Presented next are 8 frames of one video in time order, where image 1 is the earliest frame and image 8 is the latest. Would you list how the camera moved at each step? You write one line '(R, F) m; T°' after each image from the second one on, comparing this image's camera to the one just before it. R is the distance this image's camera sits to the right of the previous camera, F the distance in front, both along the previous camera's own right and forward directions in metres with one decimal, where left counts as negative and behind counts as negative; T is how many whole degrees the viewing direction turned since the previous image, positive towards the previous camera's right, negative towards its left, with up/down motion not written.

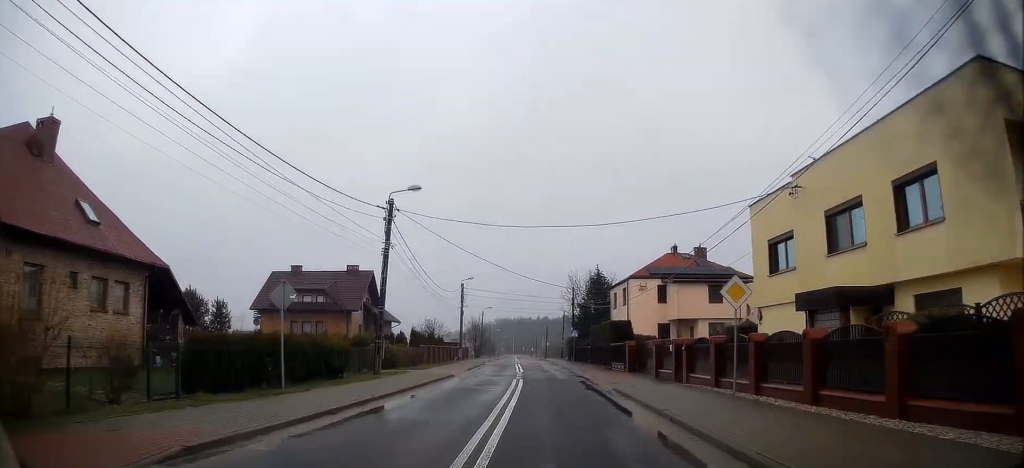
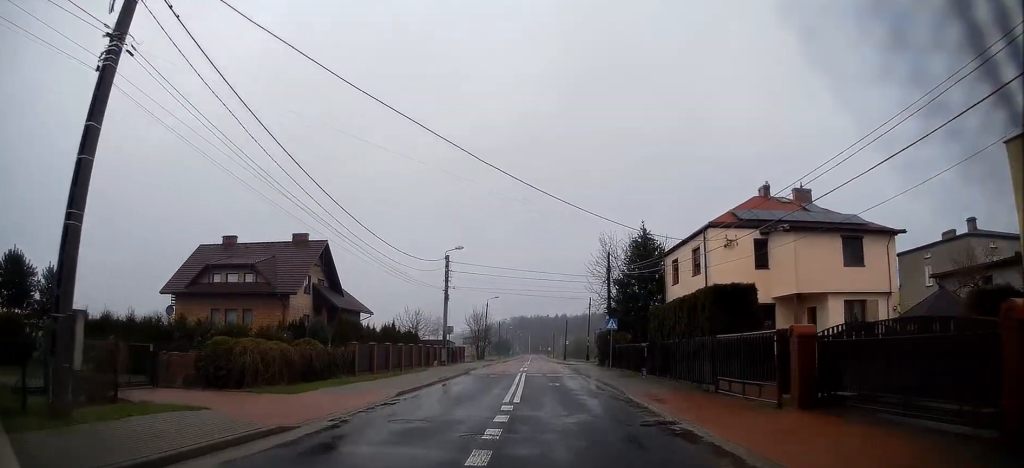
(-0.4, +20.1) m; -2°
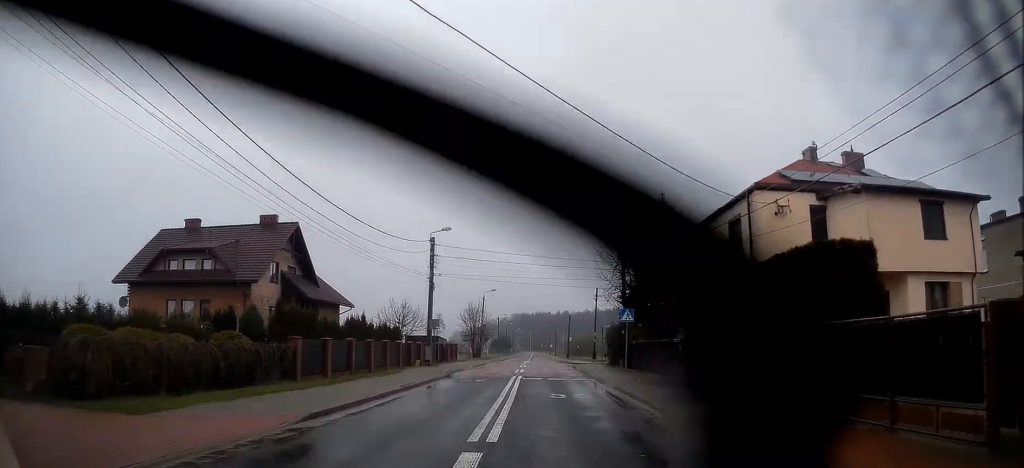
(-0.1, +6.4) m; 0°
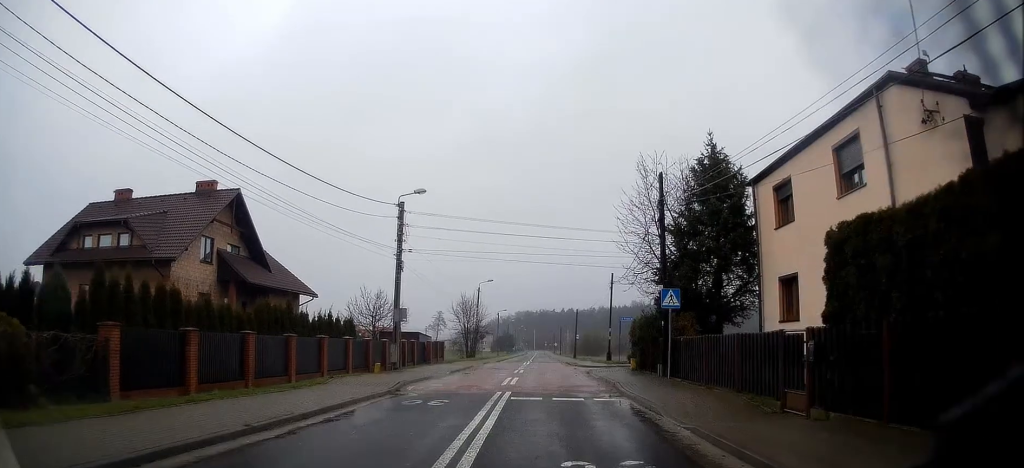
(+0.1, +9.1) m; 0°
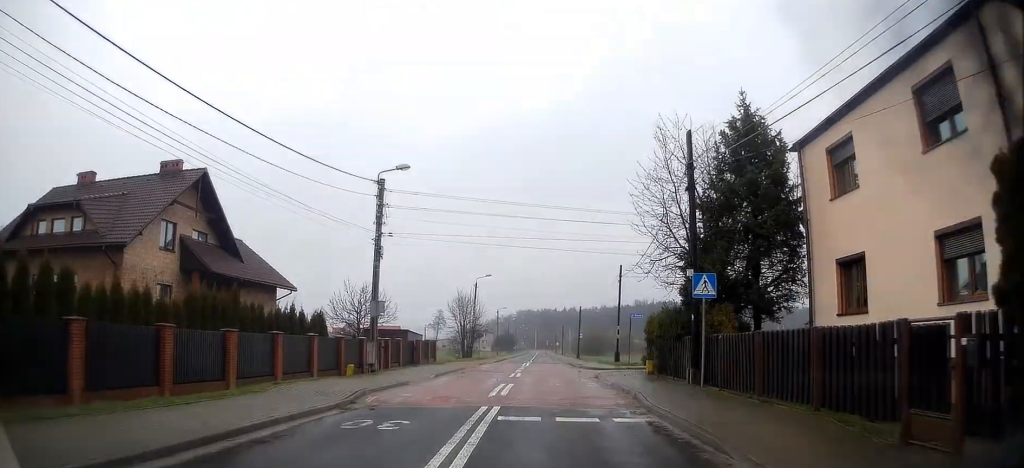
(-0.1, +4.0) m; 0°
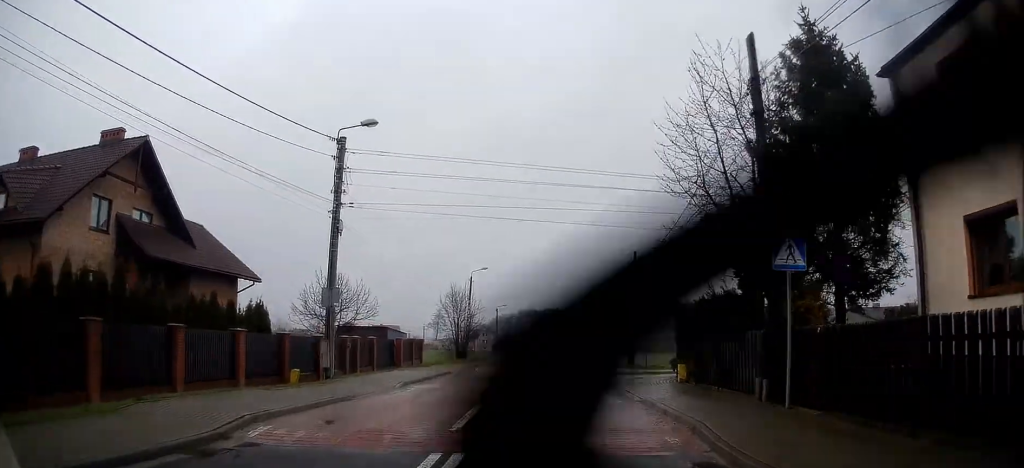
(-0.1, +6.0) m; 0°
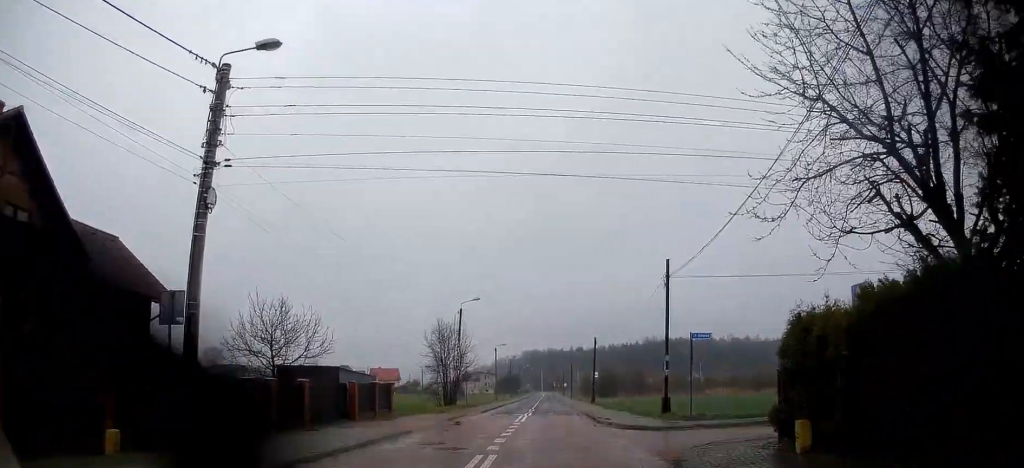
(0.0, +9.9) m; 0°
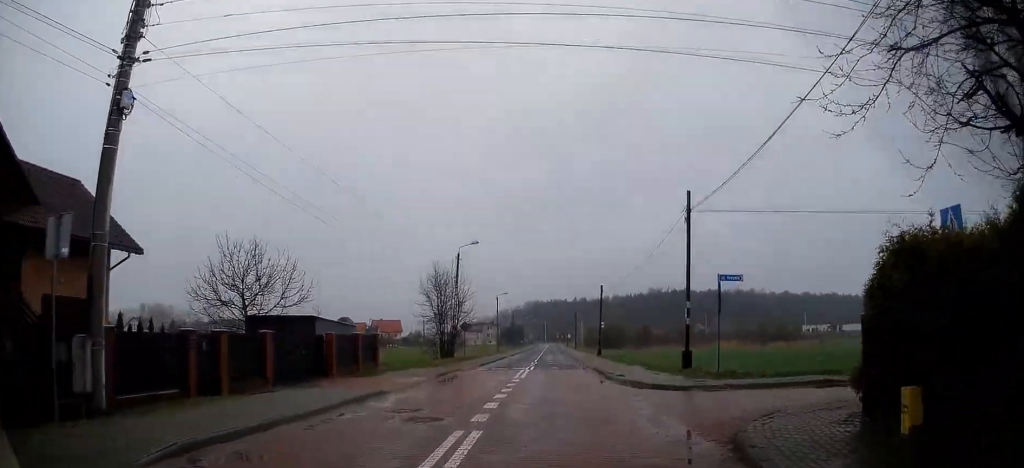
(0.0, +3.3) m; 0°
